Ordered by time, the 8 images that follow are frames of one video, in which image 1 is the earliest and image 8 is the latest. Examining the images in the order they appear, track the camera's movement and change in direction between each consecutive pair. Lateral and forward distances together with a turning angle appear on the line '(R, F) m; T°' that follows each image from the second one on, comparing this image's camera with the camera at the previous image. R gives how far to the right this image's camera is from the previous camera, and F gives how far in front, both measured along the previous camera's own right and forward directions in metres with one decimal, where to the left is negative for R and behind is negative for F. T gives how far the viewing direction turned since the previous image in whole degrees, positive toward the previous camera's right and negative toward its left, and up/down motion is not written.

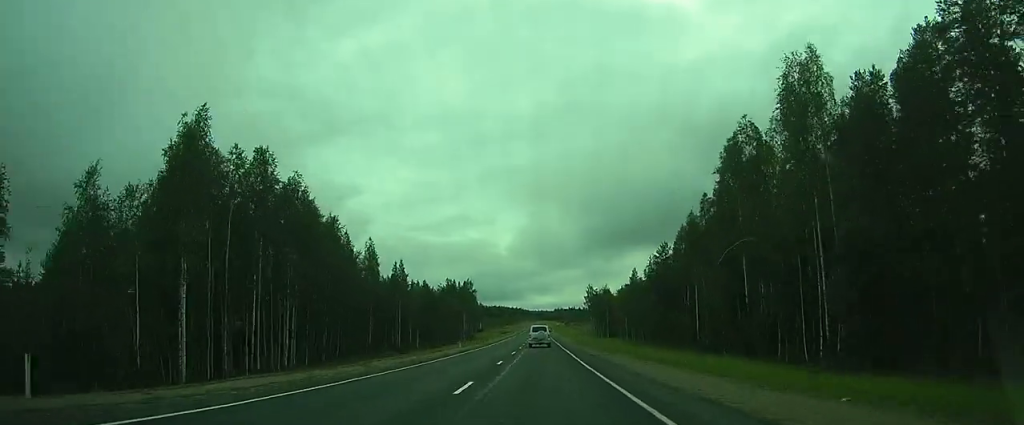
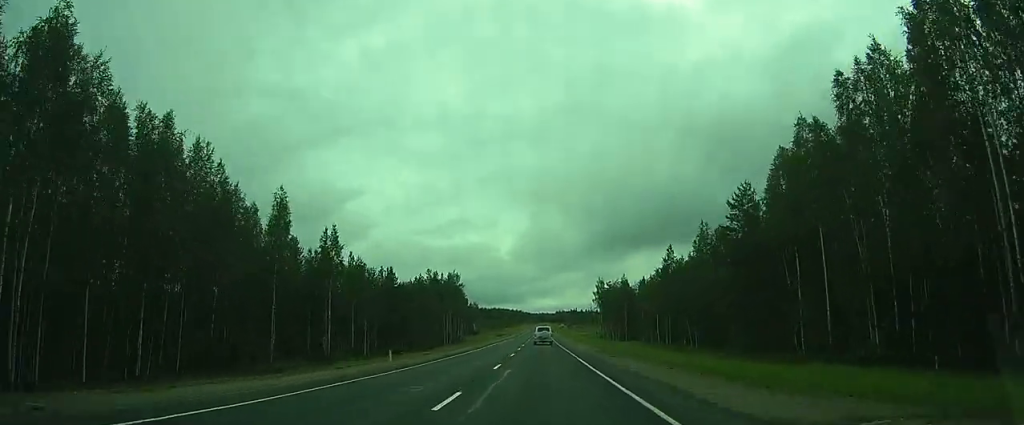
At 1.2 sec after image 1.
(0.0, +27.1) m; 0°
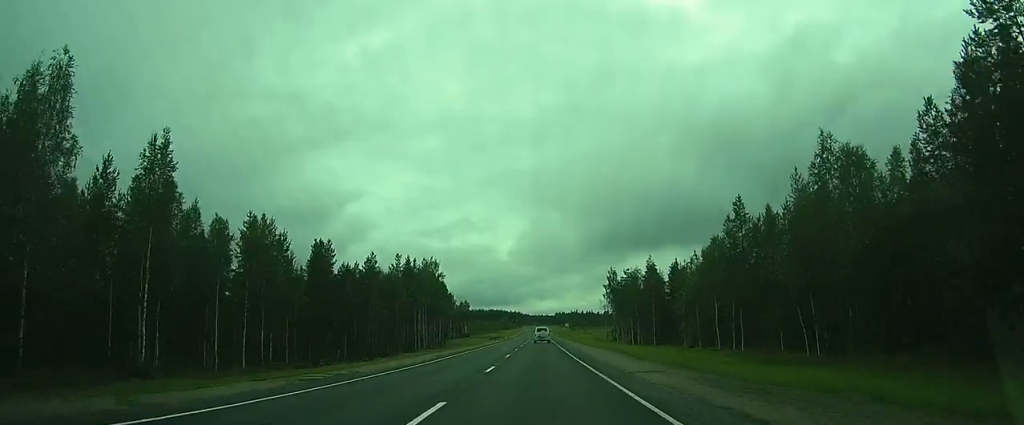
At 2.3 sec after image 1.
(+0.1, +26.2) m; +1°
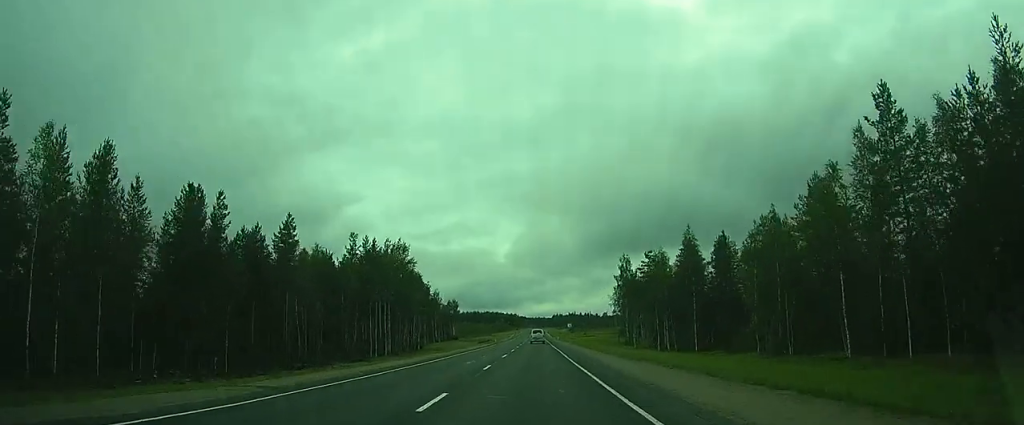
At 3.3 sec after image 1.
(+0.3, +22.2) m; +1°
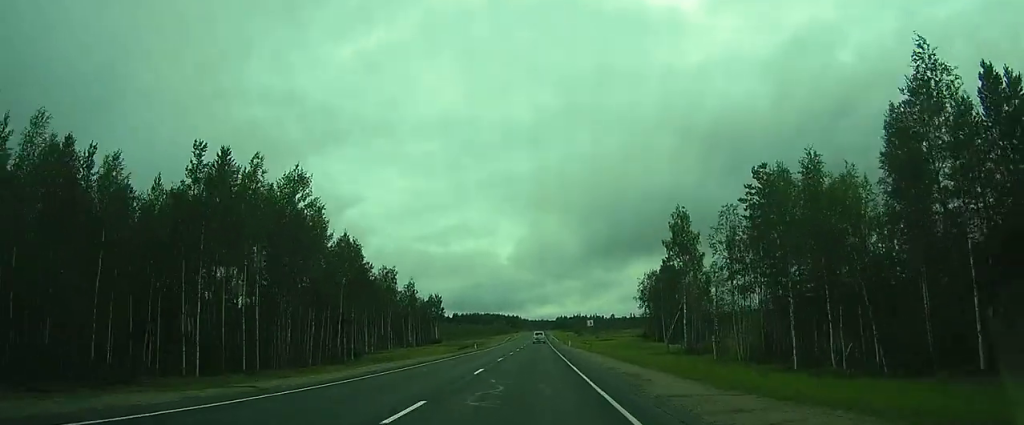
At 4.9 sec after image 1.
(-0.2, +37.4) m; 0°
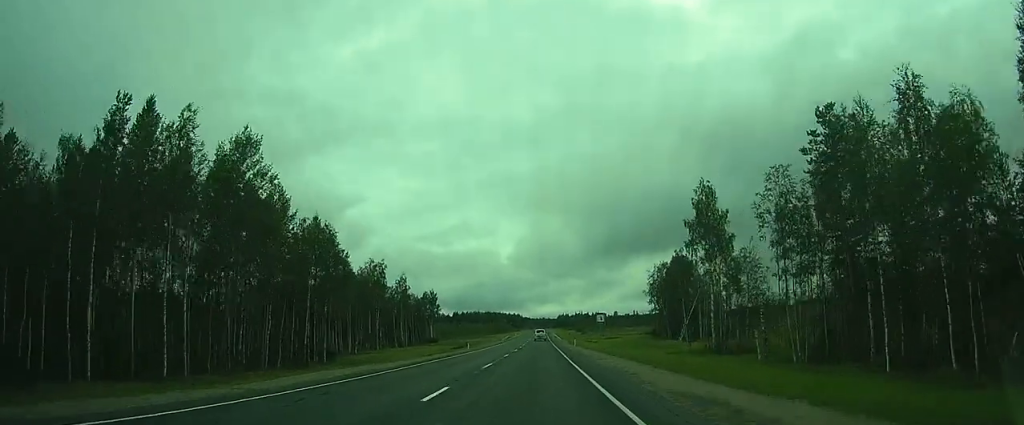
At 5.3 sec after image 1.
(-0.1, +9.1) m; 0°
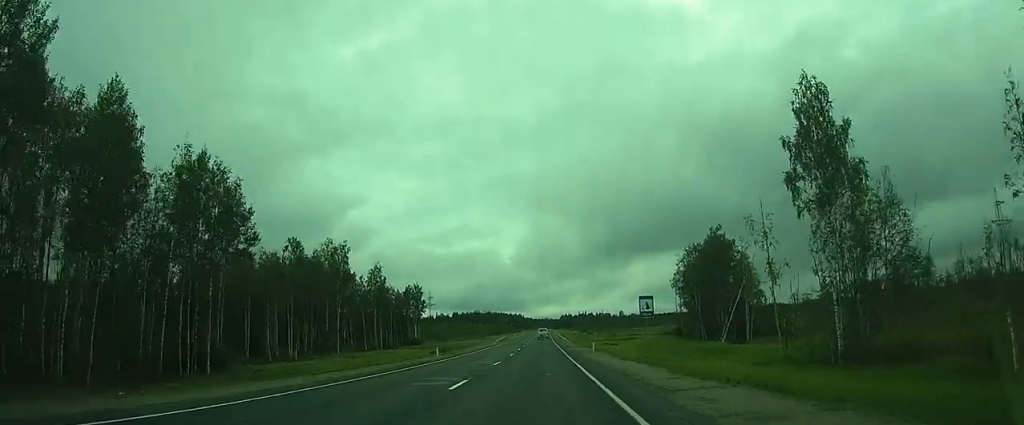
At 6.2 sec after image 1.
(+0.3, +21.4) m; 0°
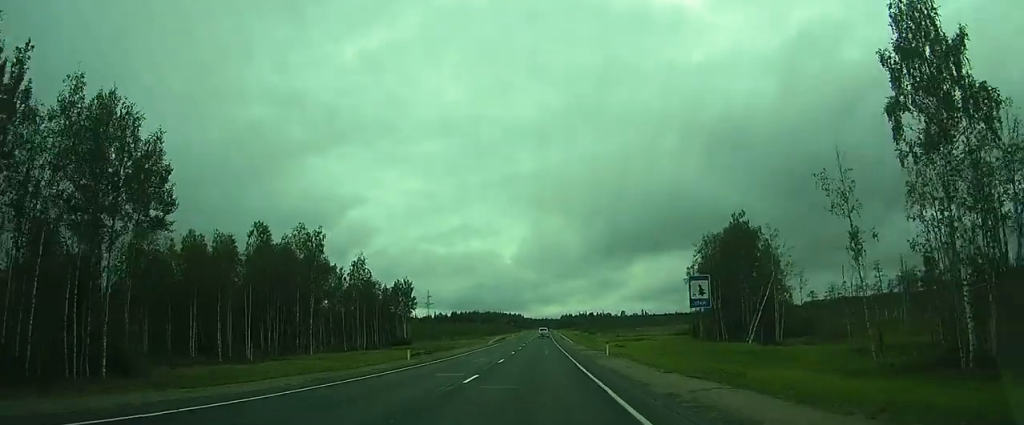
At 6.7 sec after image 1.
(-0.1, +9.9) m; 0°
